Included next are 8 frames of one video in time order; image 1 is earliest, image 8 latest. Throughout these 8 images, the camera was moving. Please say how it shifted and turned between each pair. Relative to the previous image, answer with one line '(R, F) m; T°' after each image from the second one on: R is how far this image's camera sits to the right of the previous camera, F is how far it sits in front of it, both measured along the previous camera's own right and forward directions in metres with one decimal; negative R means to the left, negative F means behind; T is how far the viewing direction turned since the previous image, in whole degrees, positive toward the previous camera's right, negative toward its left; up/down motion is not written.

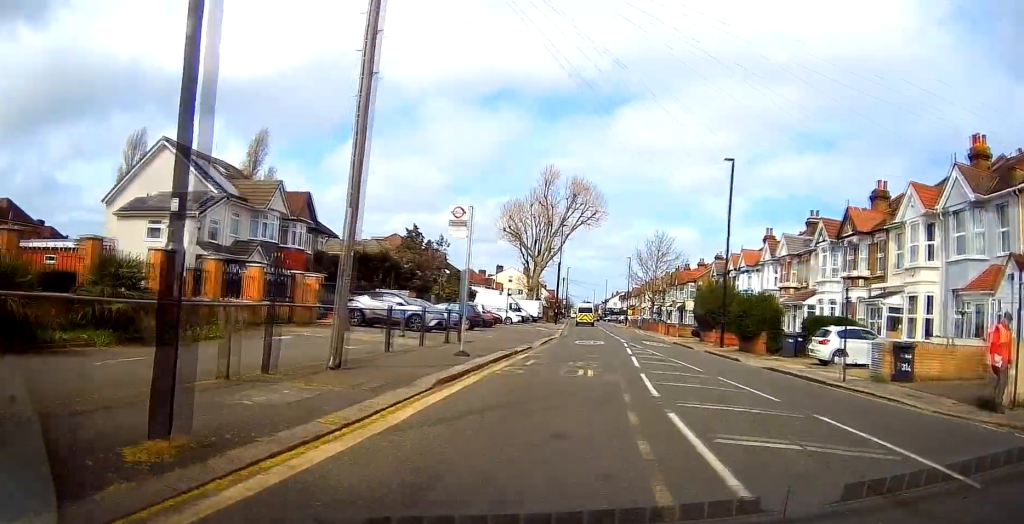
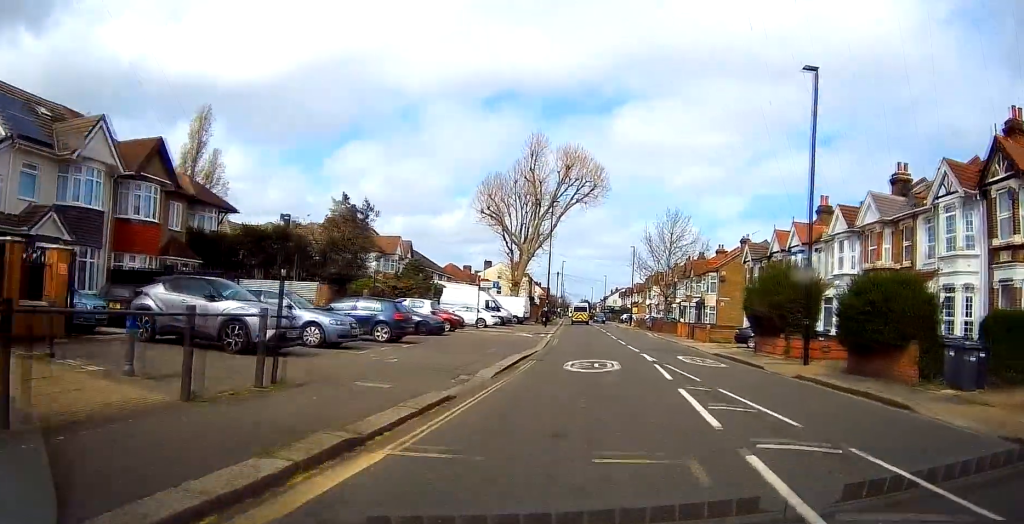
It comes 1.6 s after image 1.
(+0.1, +15.1) m; +1°
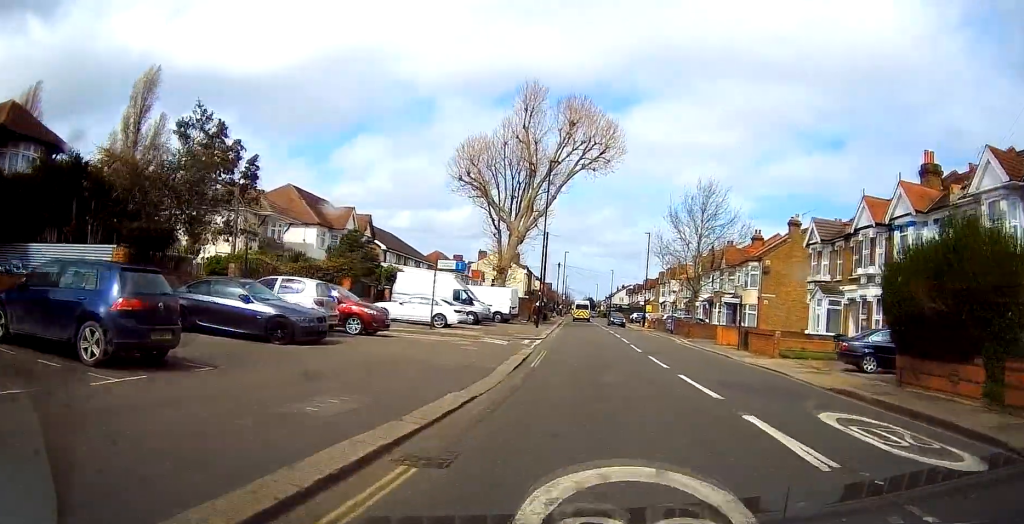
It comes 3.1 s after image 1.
(-0.2, +14.4) m; -2°
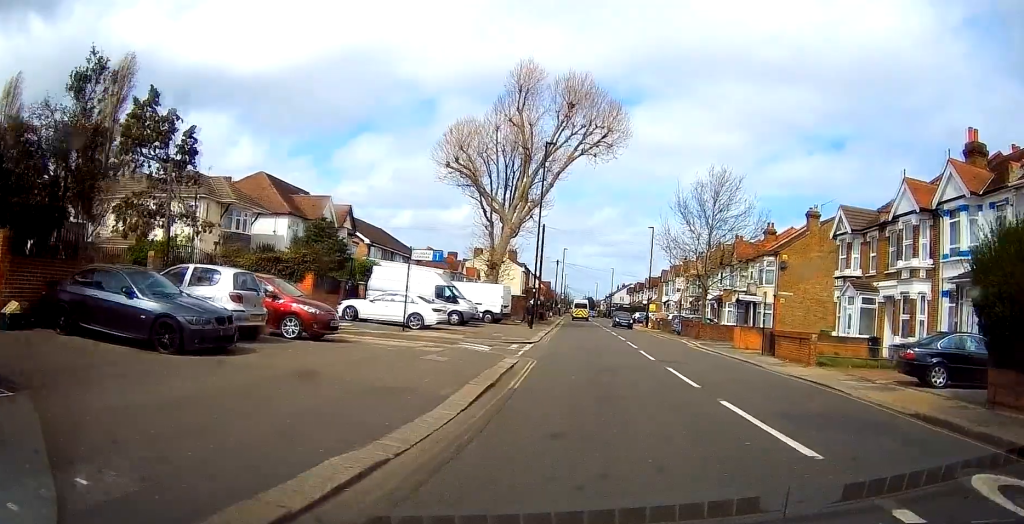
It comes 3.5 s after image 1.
(0.0, +4.5) m; 0°
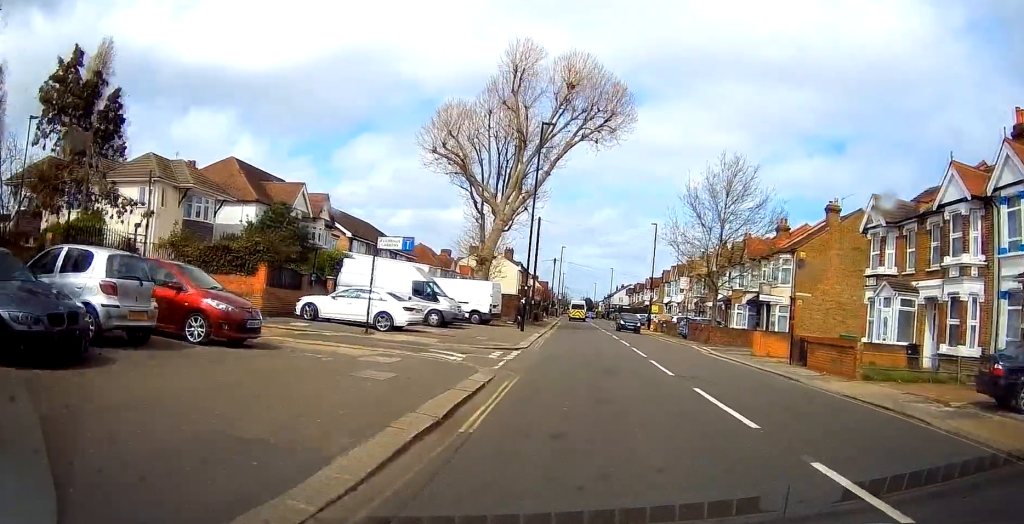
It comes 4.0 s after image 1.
(+0.1, +4.2) m; 0°
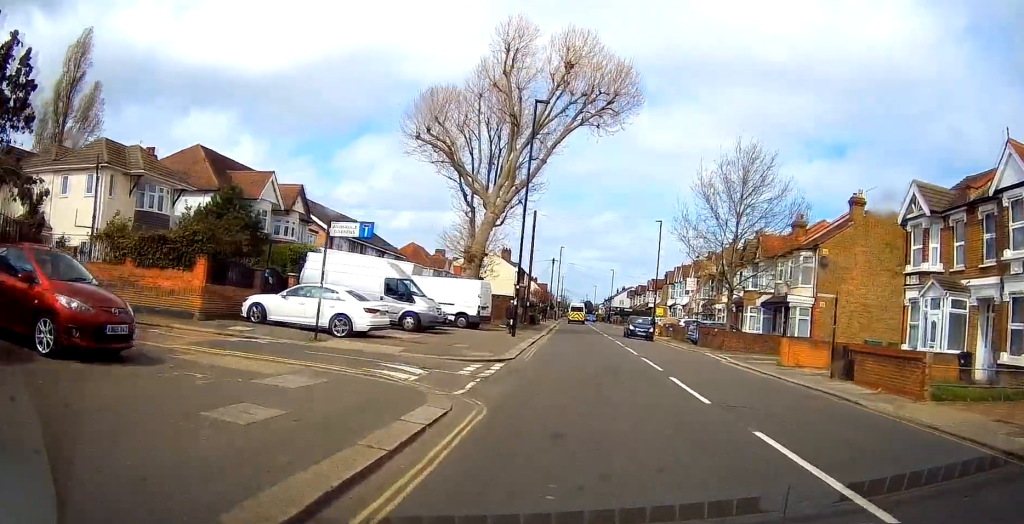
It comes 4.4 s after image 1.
(0.0, +4.2) m; 0°
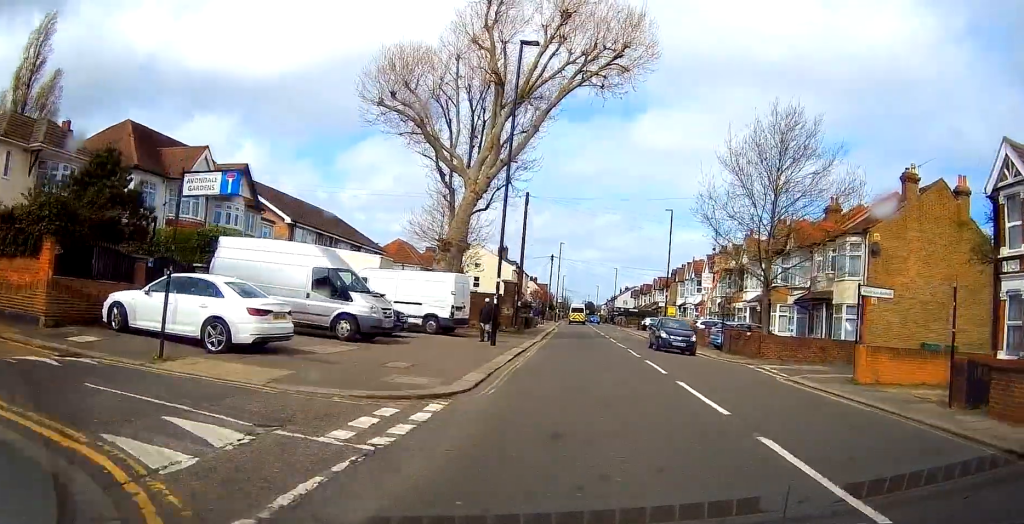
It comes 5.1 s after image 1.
(-0.2, +7.1) m; 0°
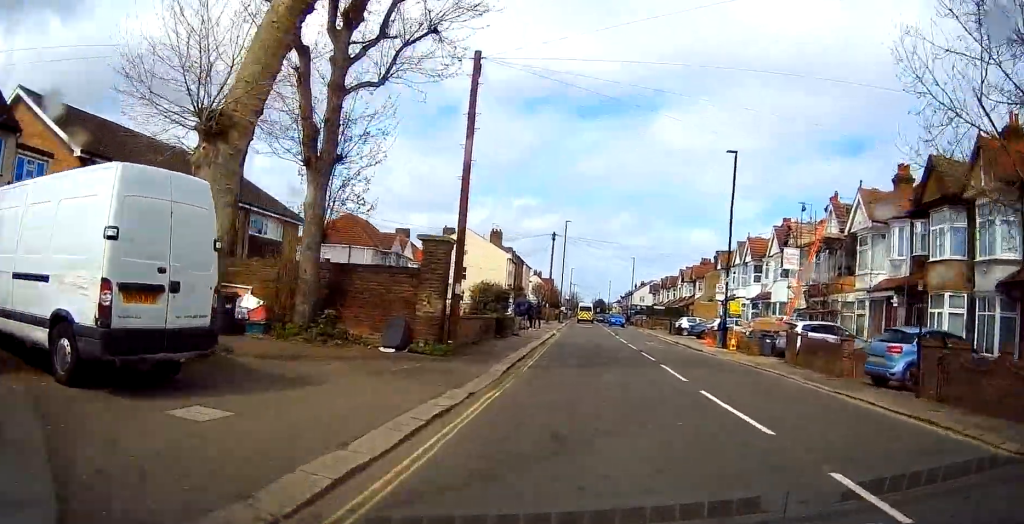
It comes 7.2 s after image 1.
(+0.7, +20.3) m; +1°
